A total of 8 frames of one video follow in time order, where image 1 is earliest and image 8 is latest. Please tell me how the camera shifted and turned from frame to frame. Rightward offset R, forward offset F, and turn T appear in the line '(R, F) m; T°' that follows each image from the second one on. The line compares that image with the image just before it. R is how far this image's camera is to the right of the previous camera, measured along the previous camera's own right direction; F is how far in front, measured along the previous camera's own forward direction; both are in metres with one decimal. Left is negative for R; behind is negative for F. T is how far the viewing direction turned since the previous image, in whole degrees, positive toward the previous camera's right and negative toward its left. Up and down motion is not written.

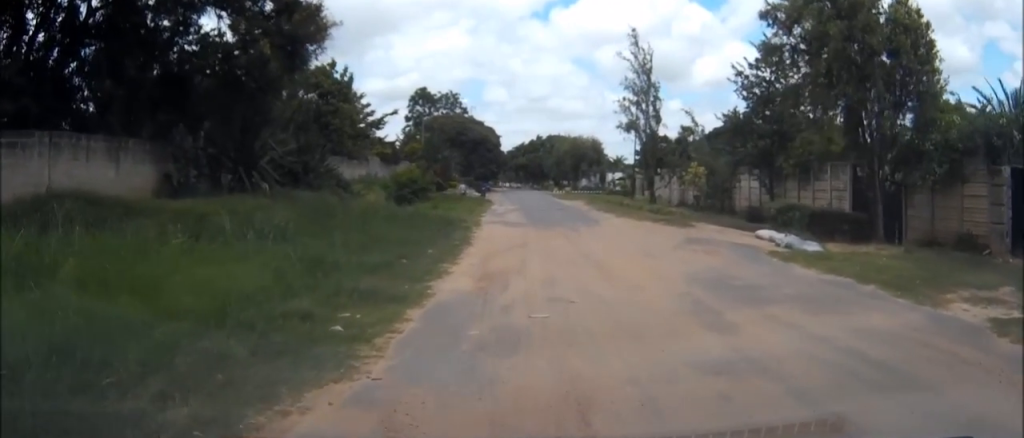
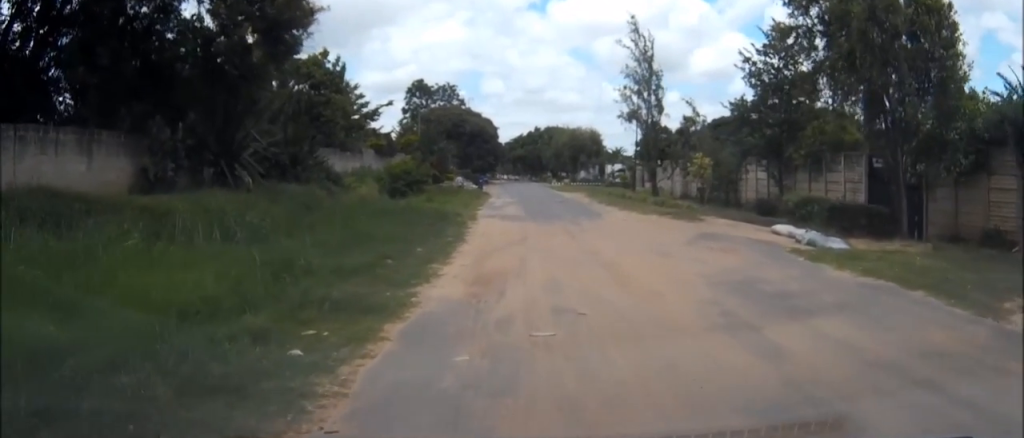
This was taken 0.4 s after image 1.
(0.0, +1.3) m; 0°
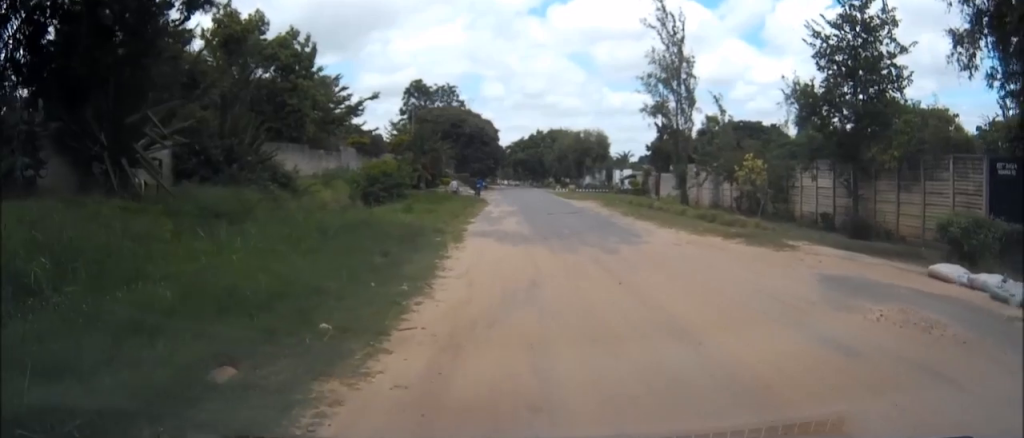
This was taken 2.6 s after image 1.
(0.0, +6.8) m; 0°
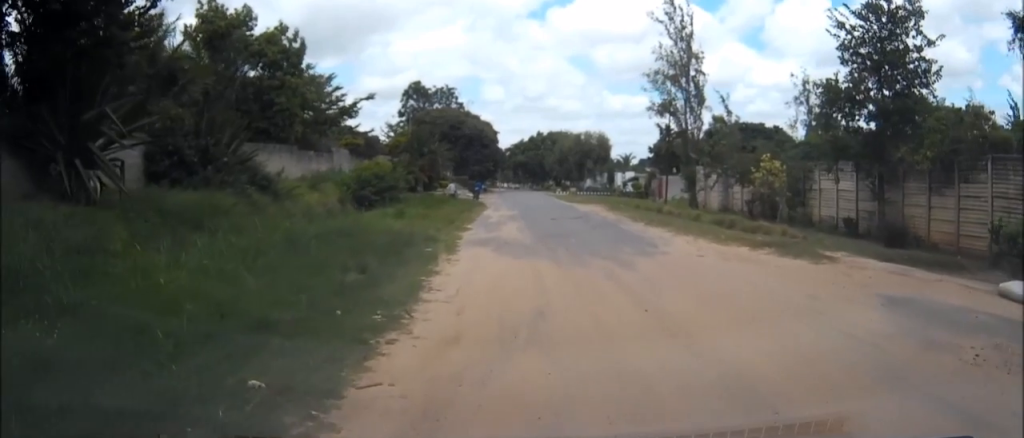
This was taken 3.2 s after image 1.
(0.0, +1.8) m; 0°
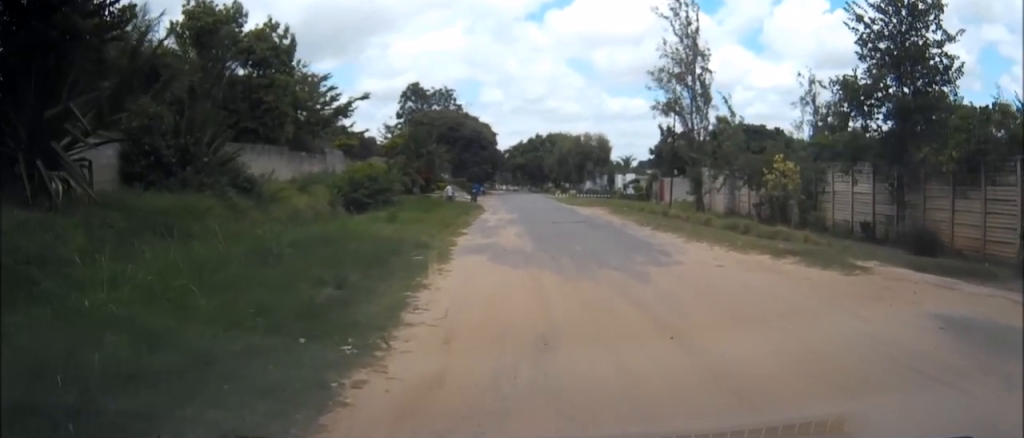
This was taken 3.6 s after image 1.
(0.0, +1.3) m; 0°
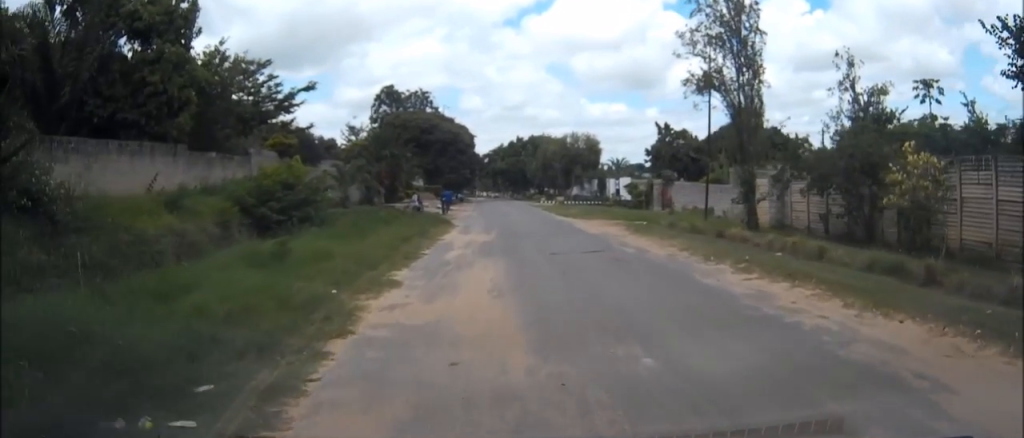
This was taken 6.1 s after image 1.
(+0.2, +8.9) m; +2°
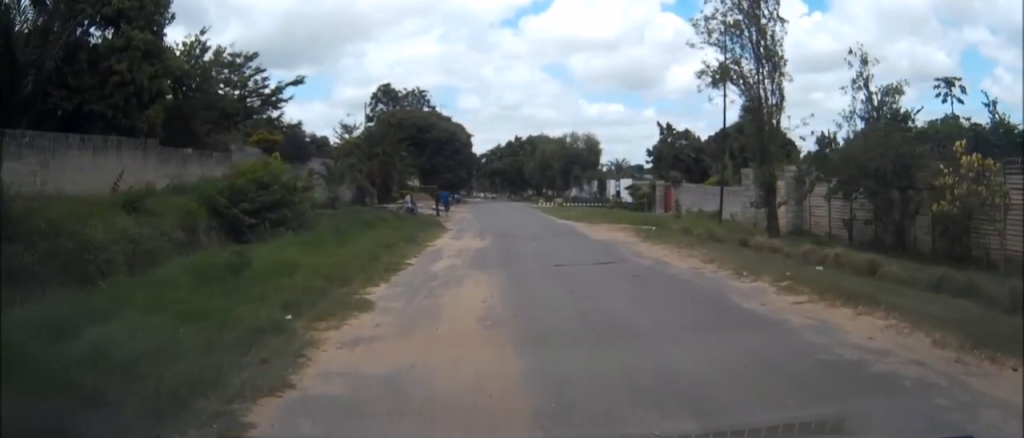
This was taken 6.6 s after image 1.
(0.0, +2.0) m; 0°
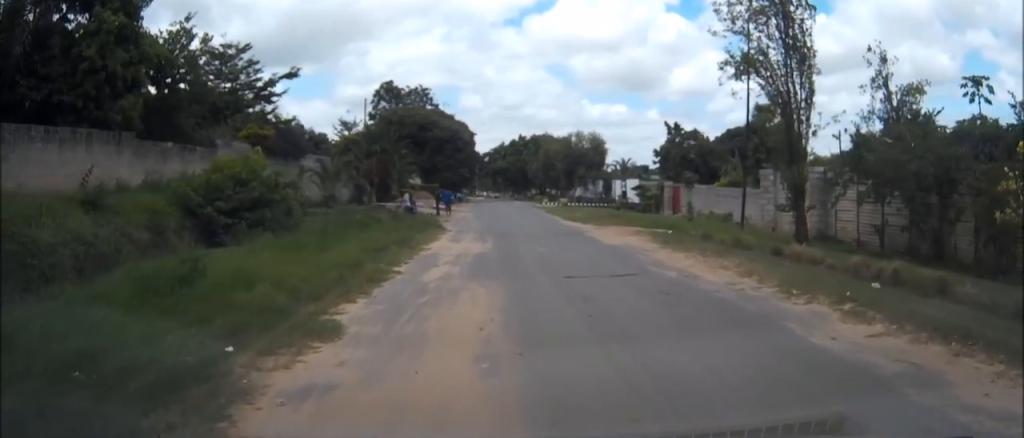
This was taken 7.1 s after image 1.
(+0.1, +1.9) m; 0°
